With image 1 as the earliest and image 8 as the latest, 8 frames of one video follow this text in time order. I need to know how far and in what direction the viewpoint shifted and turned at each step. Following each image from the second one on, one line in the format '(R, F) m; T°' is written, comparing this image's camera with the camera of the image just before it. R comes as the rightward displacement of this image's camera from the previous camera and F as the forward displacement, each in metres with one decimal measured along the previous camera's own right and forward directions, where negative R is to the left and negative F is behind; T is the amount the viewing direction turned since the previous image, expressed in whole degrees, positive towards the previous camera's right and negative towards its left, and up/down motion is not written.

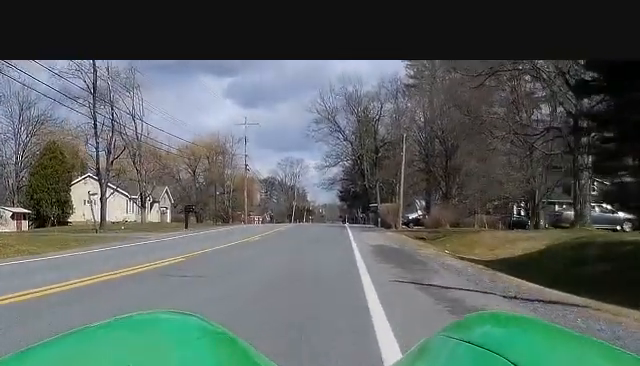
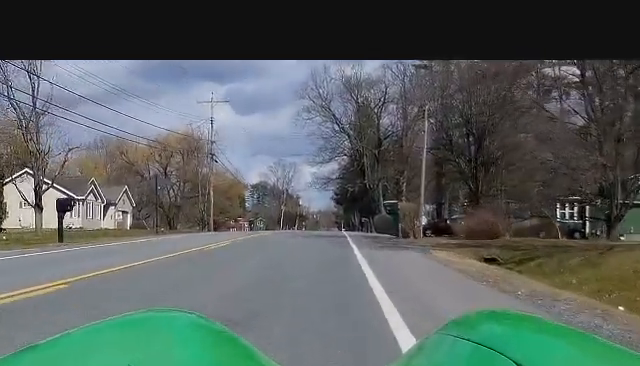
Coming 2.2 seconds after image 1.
(0.0, +20.0) m; -1°
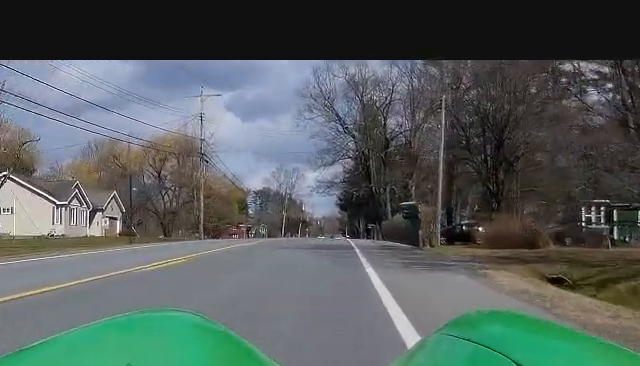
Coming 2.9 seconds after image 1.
(+0.1, +6.7) m; -2°
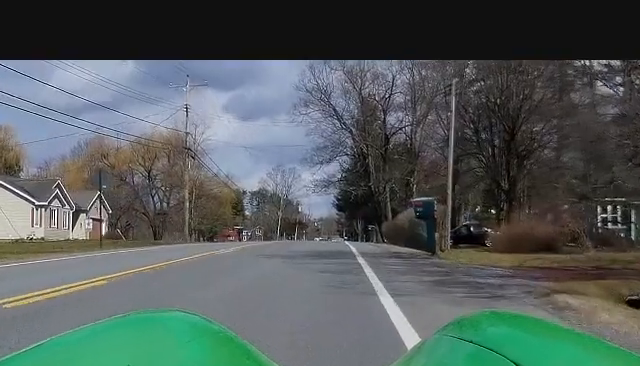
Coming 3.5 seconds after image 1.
(-0.2, +4.8) m; 0°
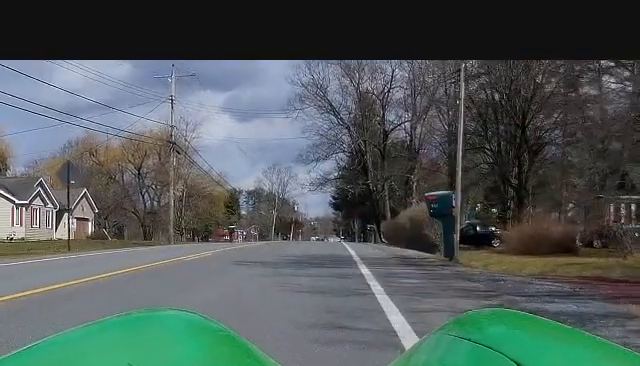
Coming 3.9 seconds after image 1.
(-0.2, +3.9) m; 0°
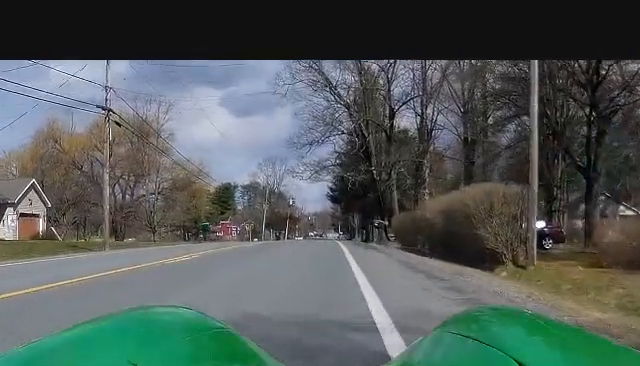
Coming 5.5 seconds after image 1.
(+0.8, +13.6) m; +3°
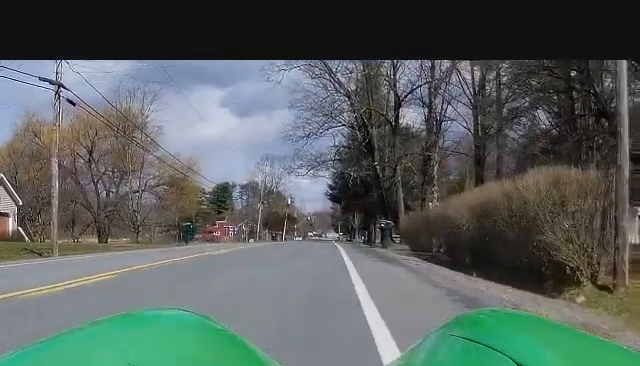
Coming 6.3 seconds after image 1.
(0.0, +6.6) m; -1°
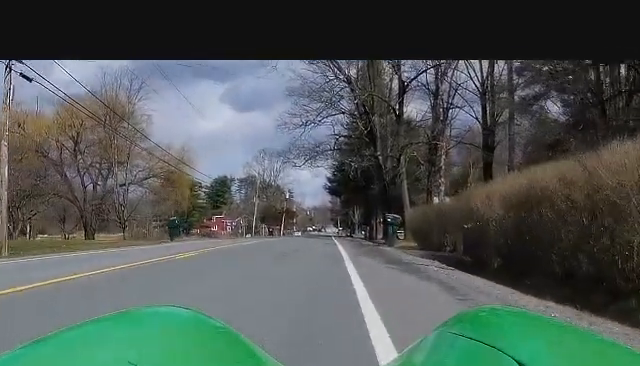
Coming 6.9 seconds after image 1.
(-0.1, +4.6) m; -1°
